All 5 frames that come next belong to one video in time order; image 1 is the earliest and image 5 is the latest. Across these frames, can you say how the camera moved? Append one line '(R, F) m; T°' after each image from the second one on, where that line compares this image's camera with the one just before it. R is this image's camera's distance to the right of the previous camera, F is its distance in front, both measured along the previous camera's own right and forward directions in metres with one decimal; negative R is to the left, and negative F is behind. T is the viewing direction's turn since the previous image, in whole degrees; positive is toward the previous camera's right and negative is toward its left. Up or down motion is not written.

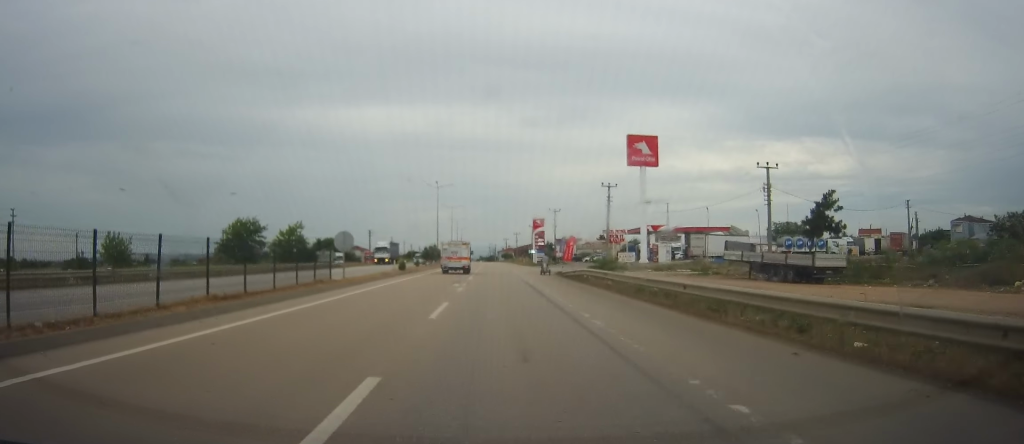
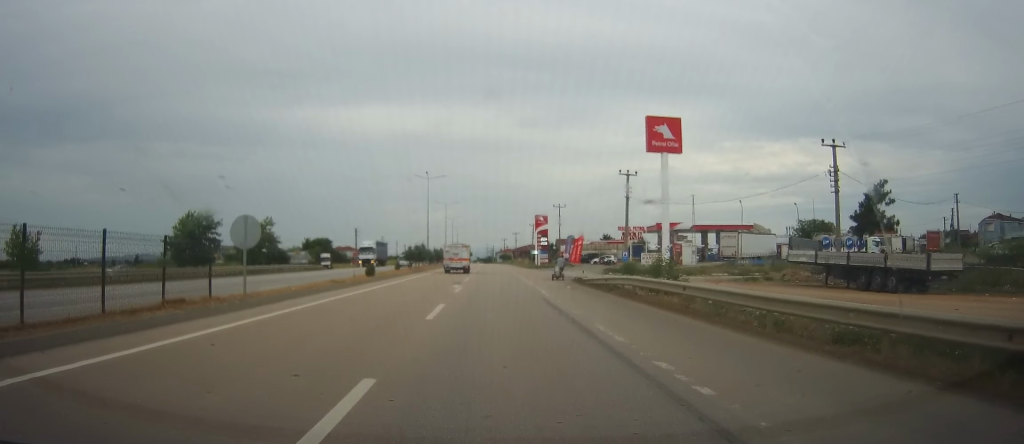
(0.0, +13.0) m; 0°
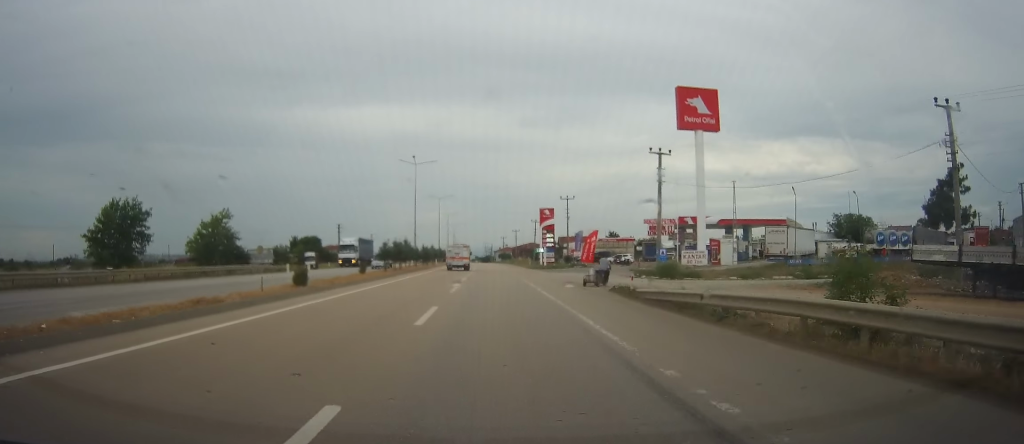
(0.0, +13.8) m; 0°
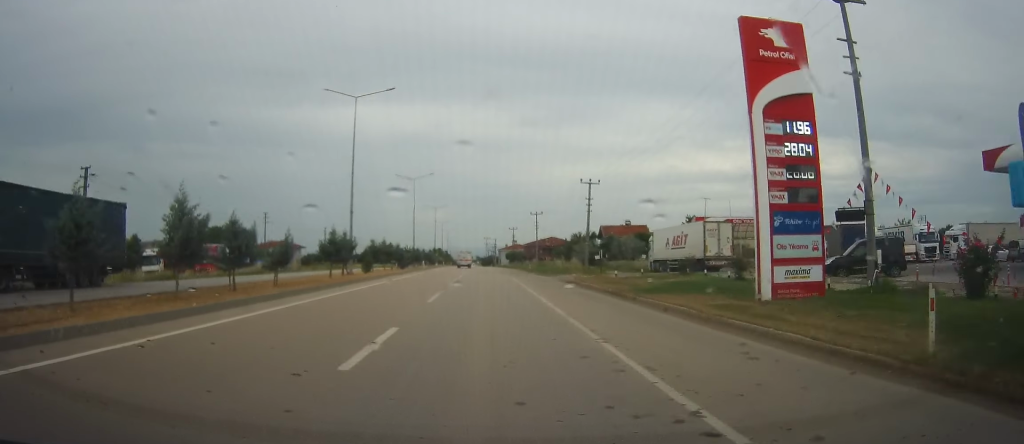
(+1.4, +78.5) m; +1°
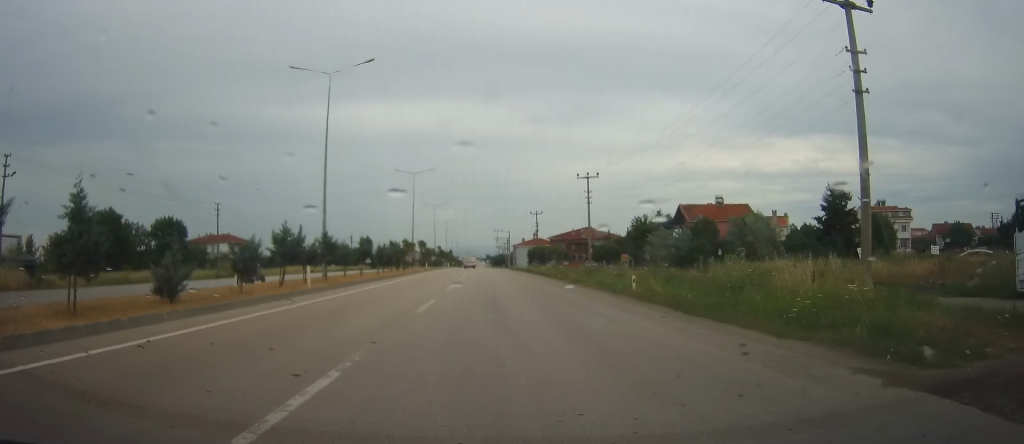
(-1.4, +51.2) m; -2°
